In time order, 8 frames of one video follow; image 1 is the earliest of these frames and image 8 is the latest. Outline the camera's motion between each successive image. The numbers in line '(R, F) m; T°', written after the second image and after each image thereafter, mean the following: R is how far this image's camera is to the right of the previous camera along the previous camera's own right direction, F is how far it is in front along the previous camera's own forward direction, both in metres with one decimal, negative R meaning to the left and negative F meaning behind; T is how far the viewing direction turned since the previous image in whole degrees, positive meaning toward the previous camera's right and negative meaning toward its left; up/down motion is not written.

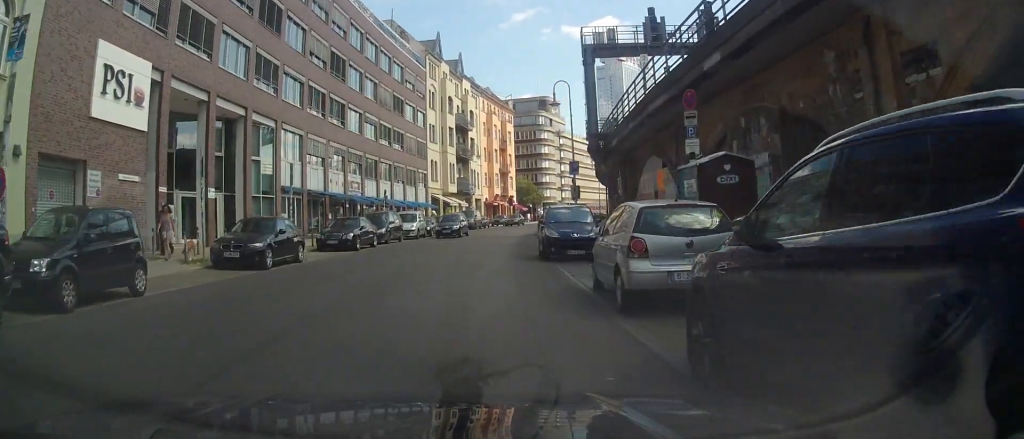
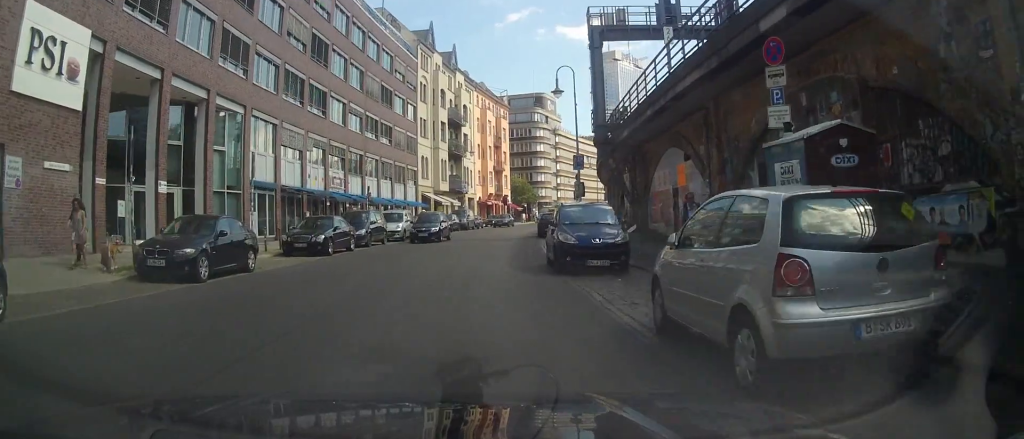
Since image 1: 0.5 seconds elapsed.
(0.0, +4.0) m; +1°
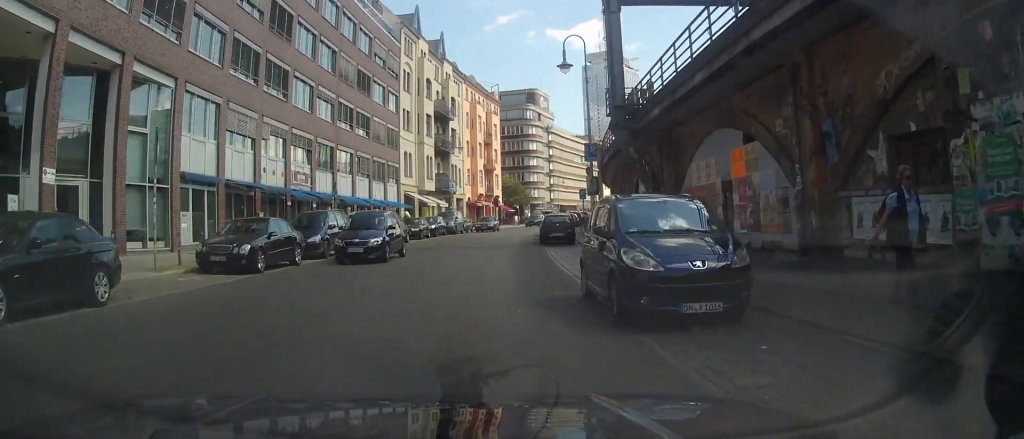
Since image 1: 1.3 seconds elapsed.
(+0.1, +6.7) m; -2°
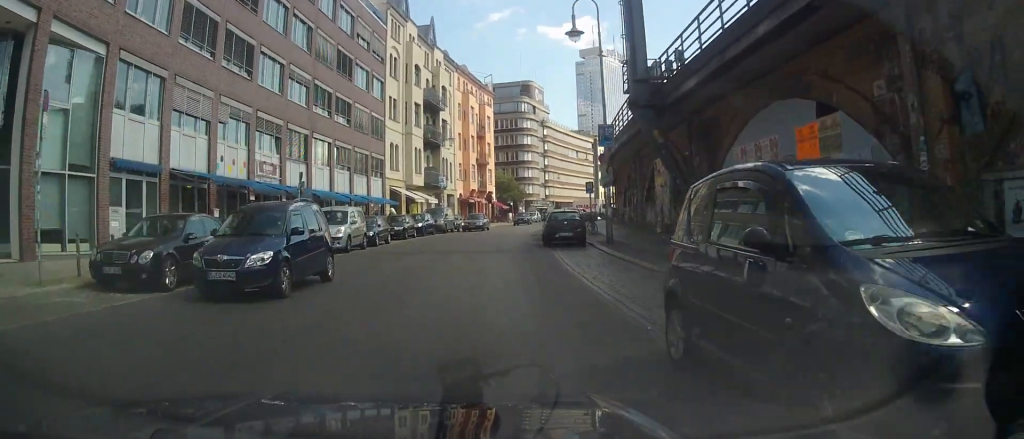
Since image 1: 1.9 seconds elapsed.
(-0.1, +4.8) m; -2°
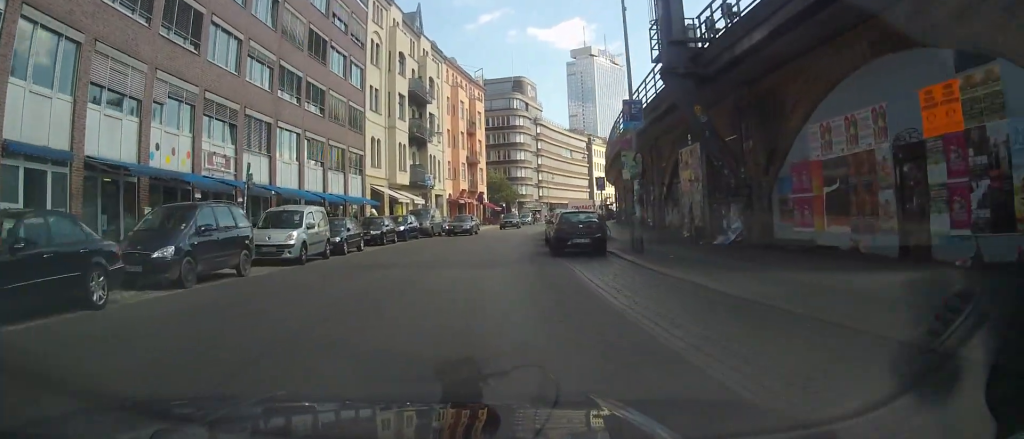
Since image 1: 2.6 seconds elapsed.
(-0.3, +5.4) m; -3°
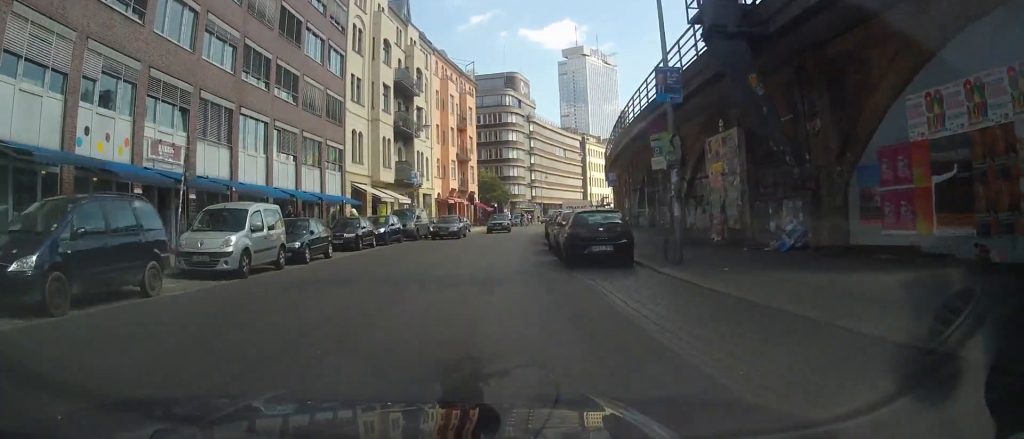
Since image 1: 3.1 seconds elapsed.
(0.0, +4.3) m; +2°
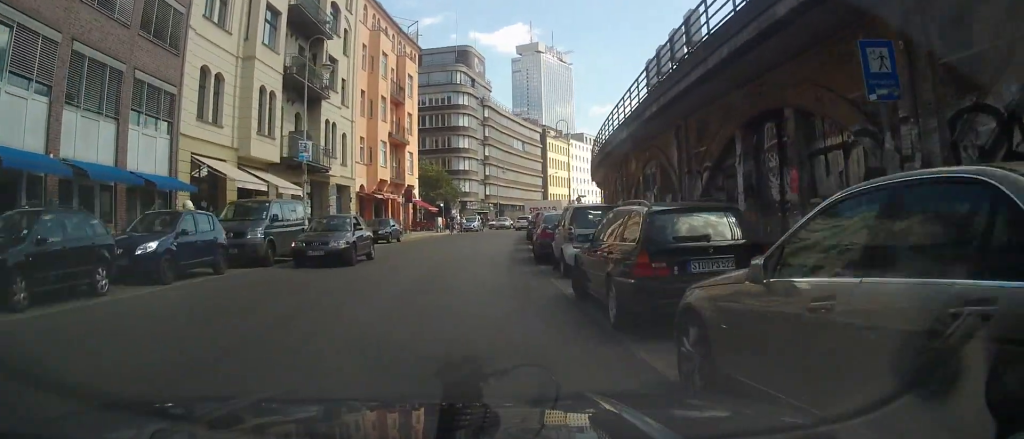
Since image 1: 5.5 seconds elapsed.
(+1.4, +19.3) m; +6°
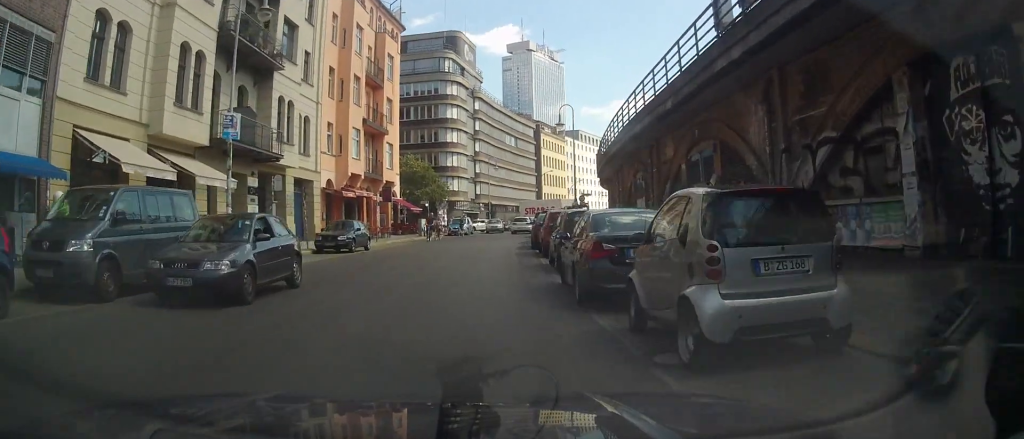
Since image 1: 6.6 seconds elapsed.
(0.0, +8.2) m; 0°
